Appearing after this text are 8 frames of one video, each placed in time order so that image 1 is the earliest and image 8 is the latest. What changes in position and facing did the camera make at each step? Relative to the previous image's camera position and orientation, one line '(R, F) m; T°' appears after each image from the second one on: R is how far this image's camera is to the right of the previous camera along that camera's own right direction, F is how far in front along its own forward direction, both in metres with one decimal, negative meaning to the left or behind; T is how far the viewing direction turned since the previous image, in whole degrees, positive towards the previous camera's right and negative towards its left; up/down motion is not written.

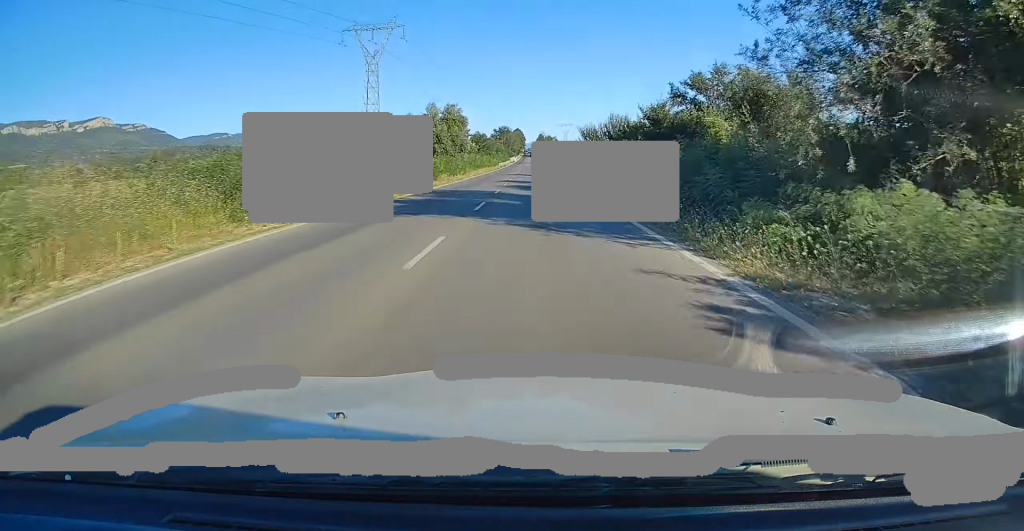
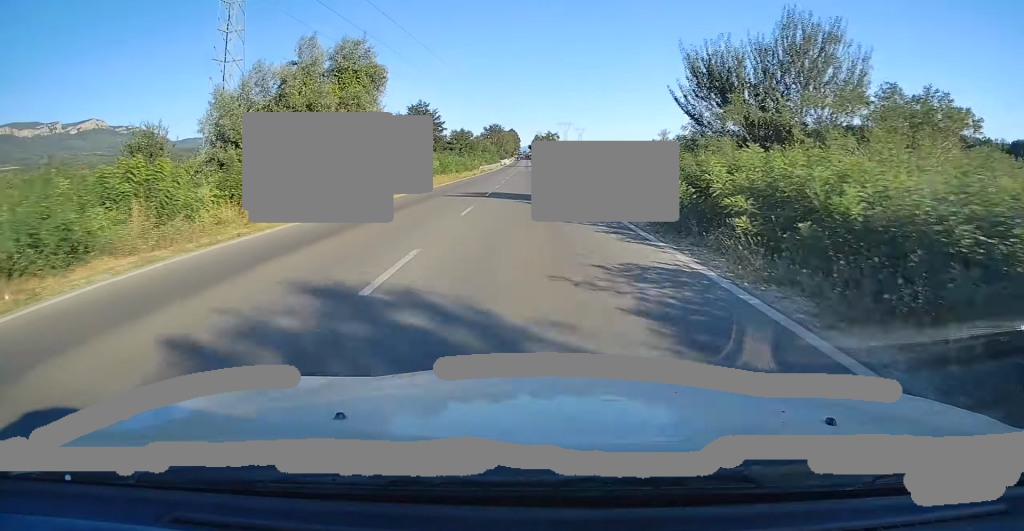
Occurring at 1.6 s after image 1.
(-0.1, +37.7) m; 0°
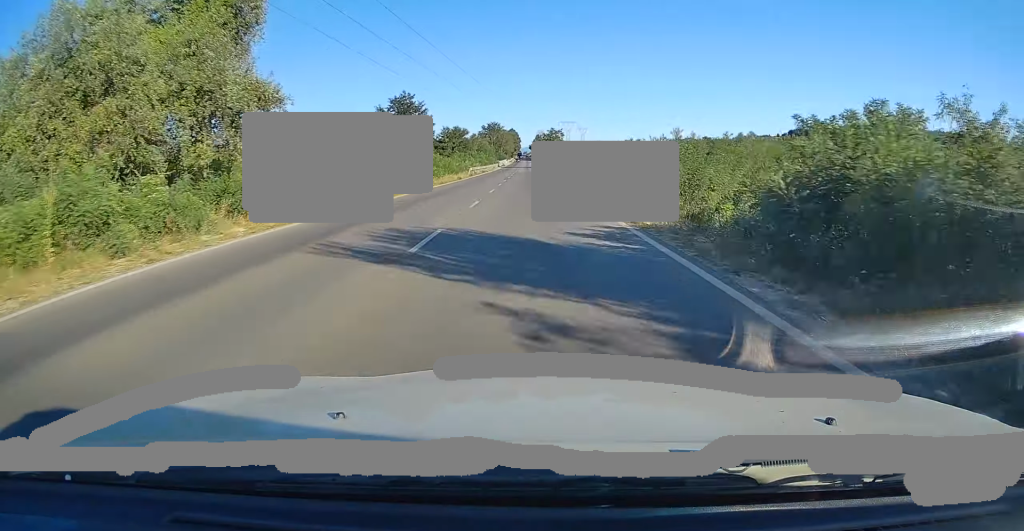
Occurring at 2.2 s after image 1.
(0.0, +15.2) m; 0°
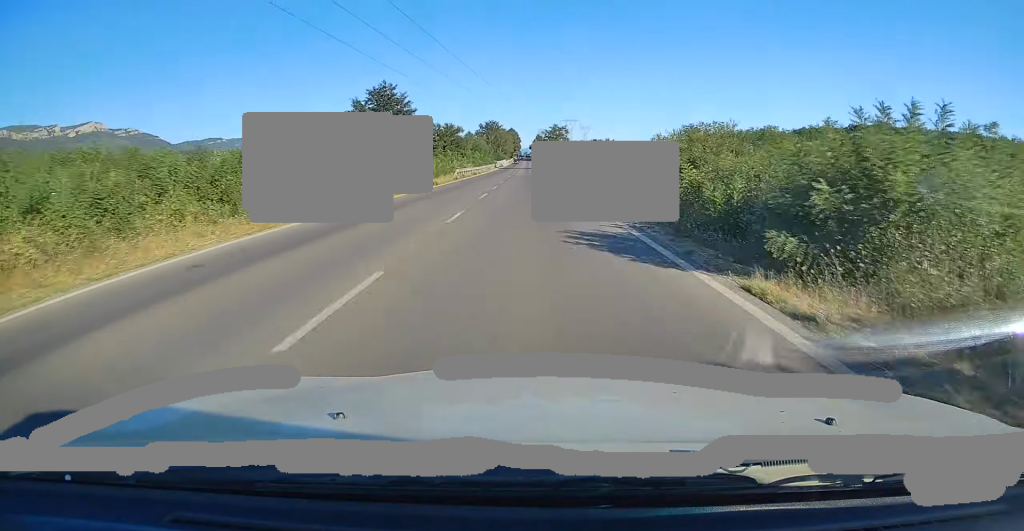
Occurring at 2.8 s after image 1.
(0.0, +13.6) m; 0°
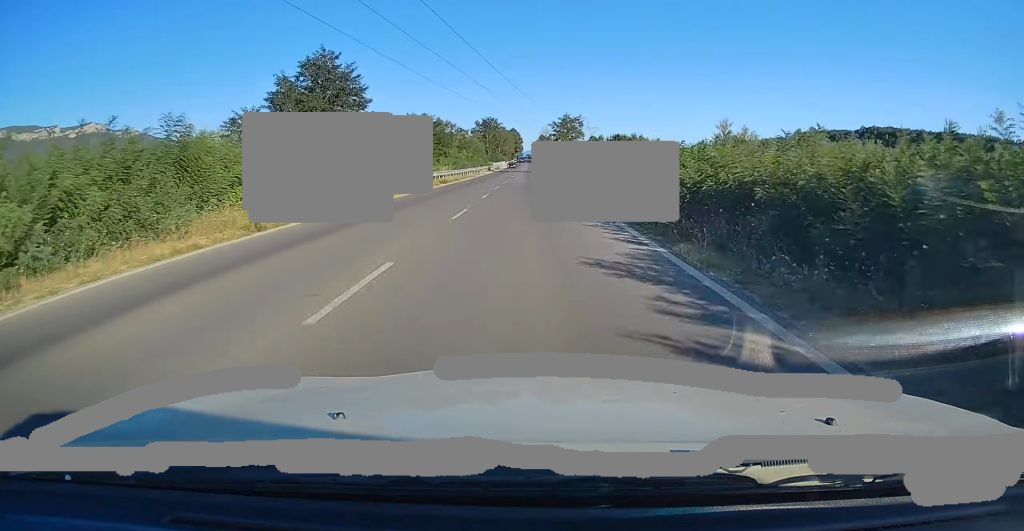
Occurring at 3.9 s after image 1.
(-0.1, +26.4) m; 0°
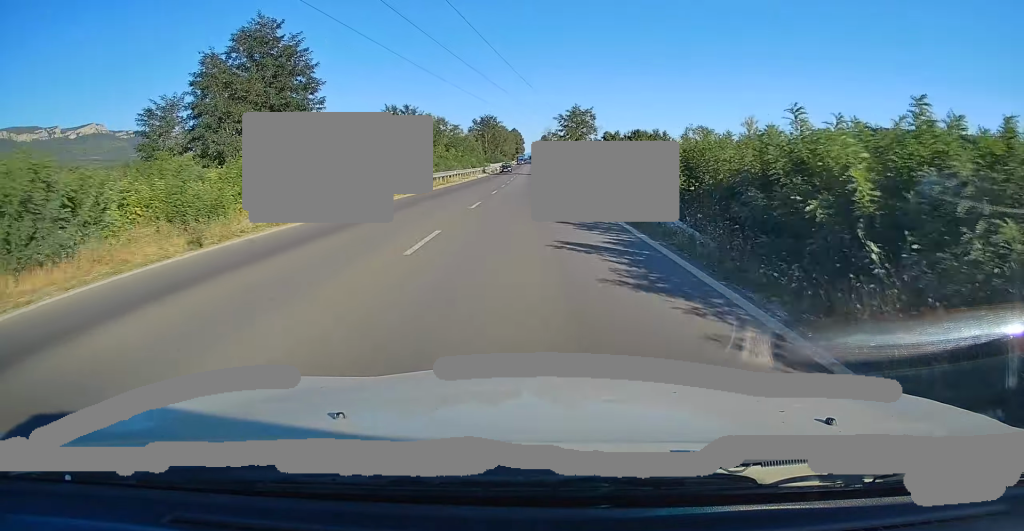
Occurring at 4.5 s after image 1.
(-0.3, +14.4) m; 0°
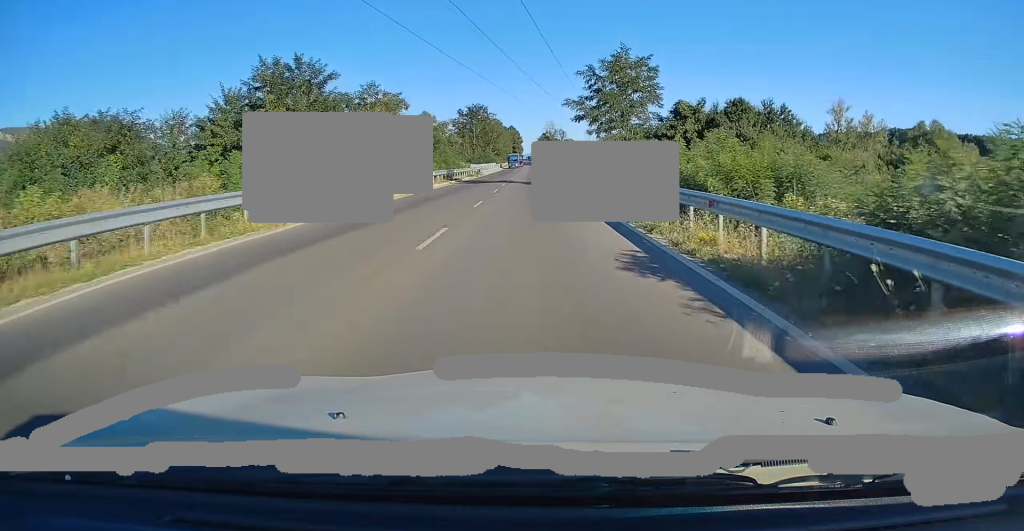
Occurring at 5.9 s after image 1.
(+0.7, +35.5) m; 0°
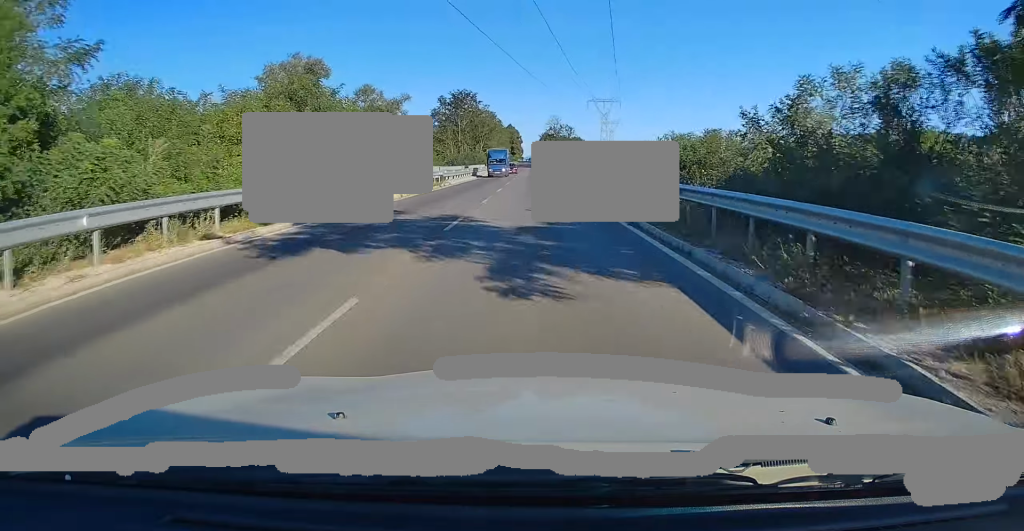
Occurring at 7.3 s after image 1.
(-0.5, +33.4) m; -1°
